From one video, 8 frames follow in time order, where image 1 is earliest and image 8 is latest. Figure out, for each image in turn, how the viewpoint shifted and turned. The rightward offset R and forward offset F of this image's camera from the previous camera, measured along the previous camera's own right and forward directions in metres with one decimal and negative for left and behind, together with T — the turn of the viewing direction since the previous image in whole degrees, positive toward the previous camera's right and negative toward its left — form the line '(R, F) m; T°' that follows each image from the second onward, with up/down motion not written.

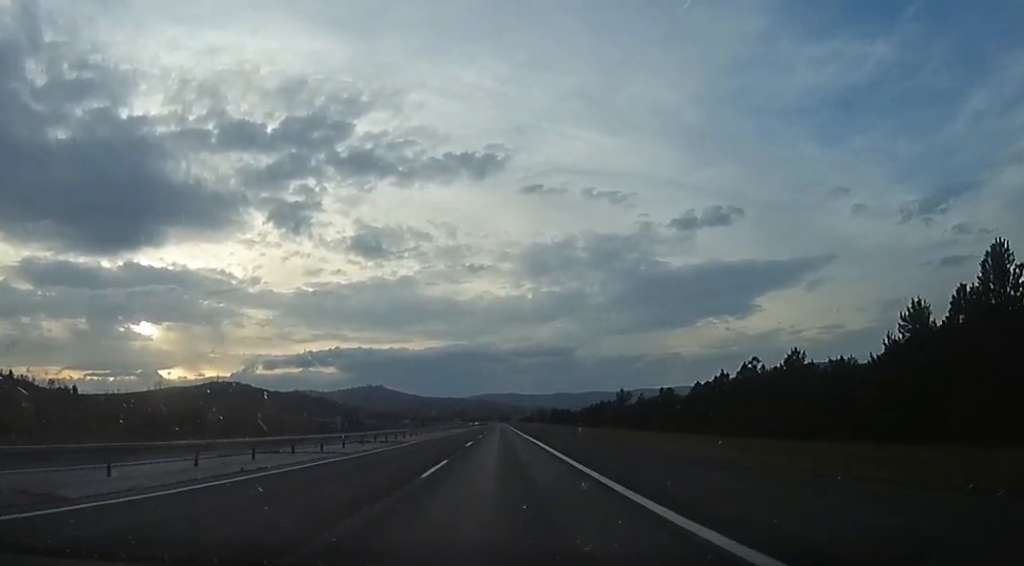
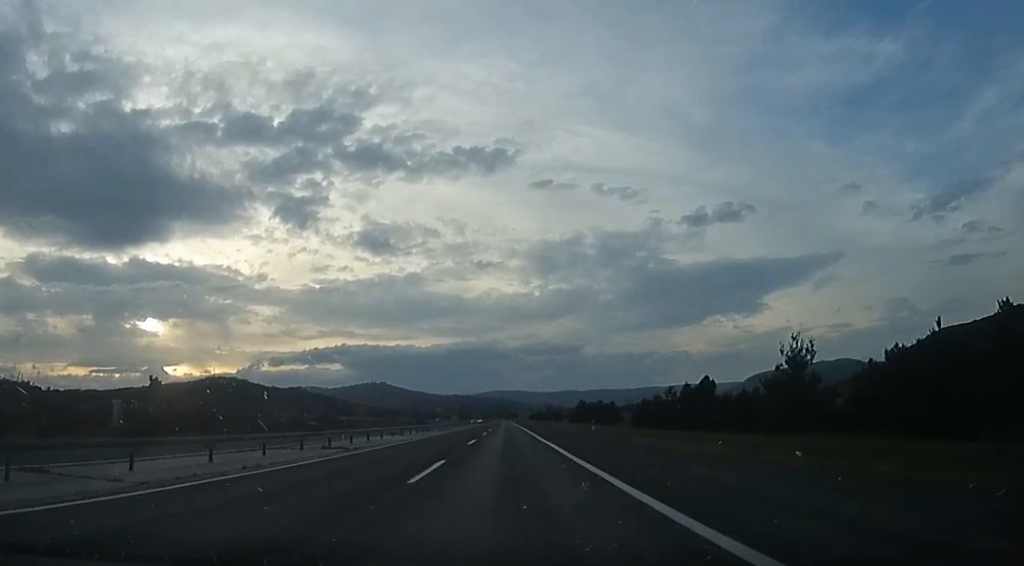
(0.0, +55.4) m; 0°
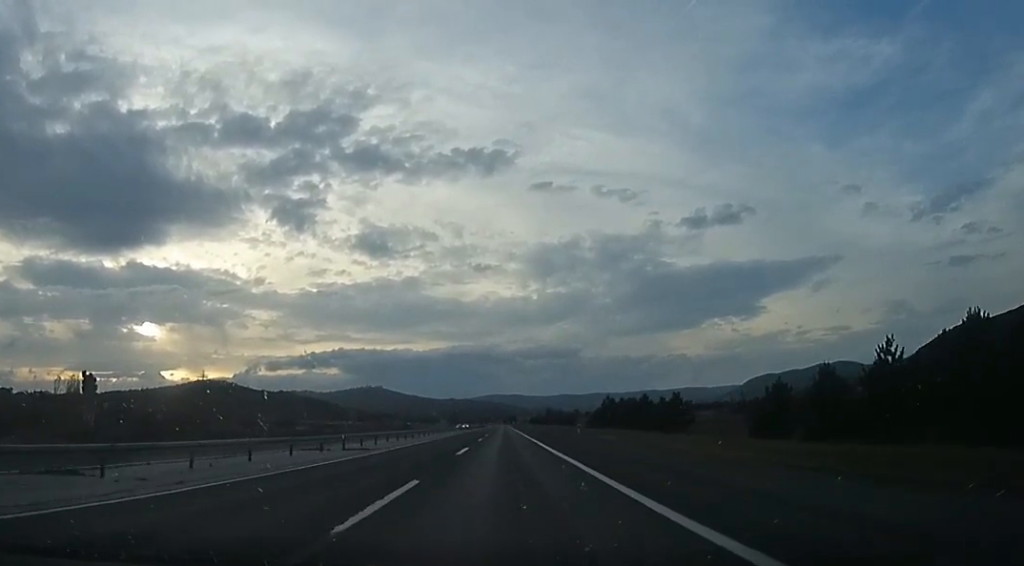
(0.0, +41.1) m; 0°
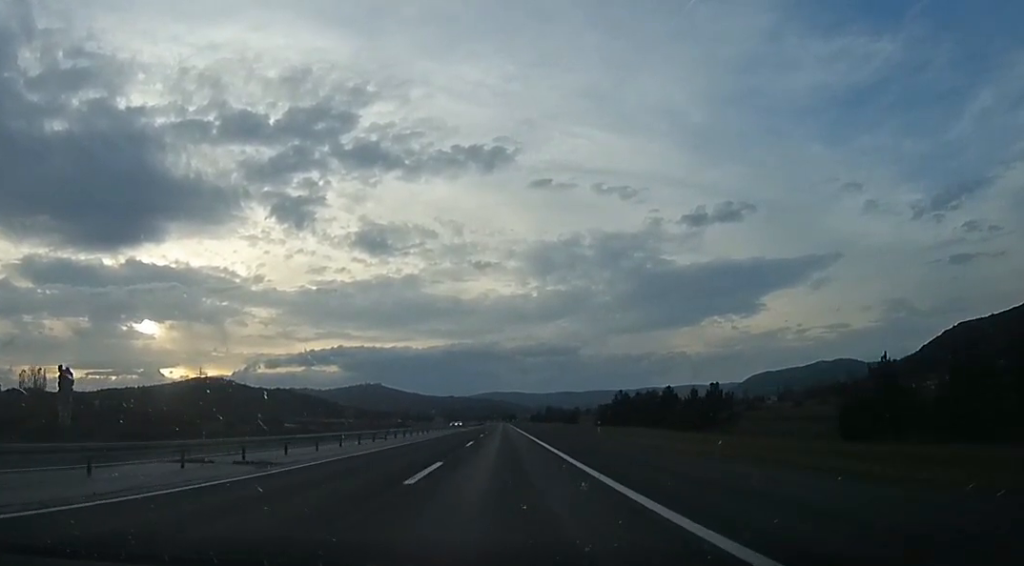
(0.0, +12.4) m; 0°
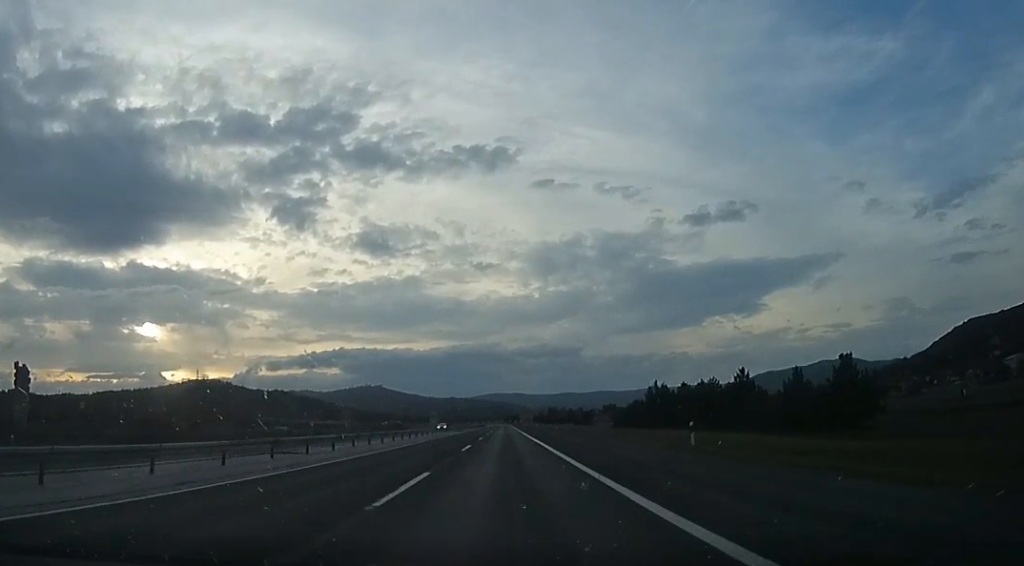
(0.0, +21.4) m; 0°
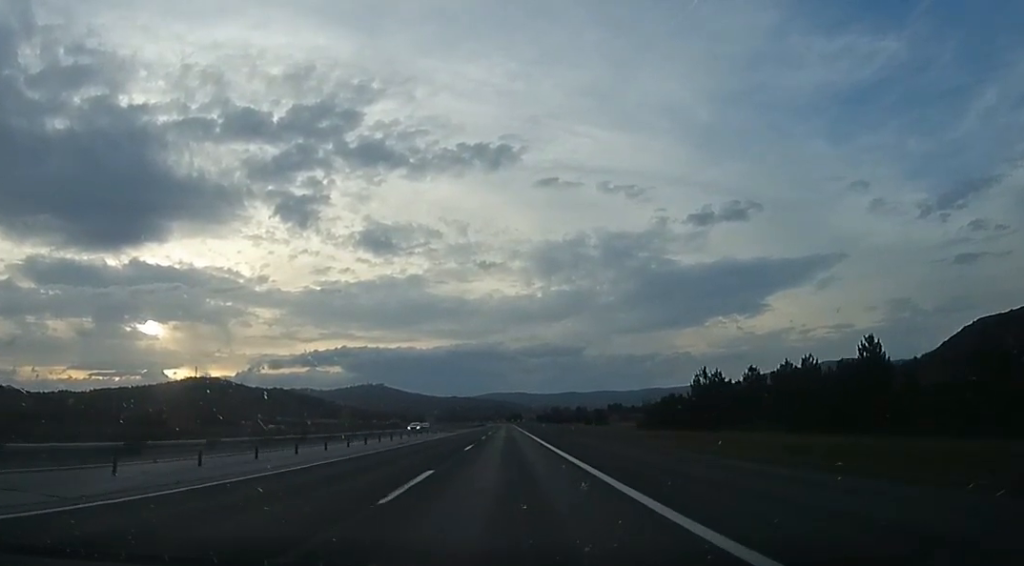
(0.0, +17.6) m; 0°
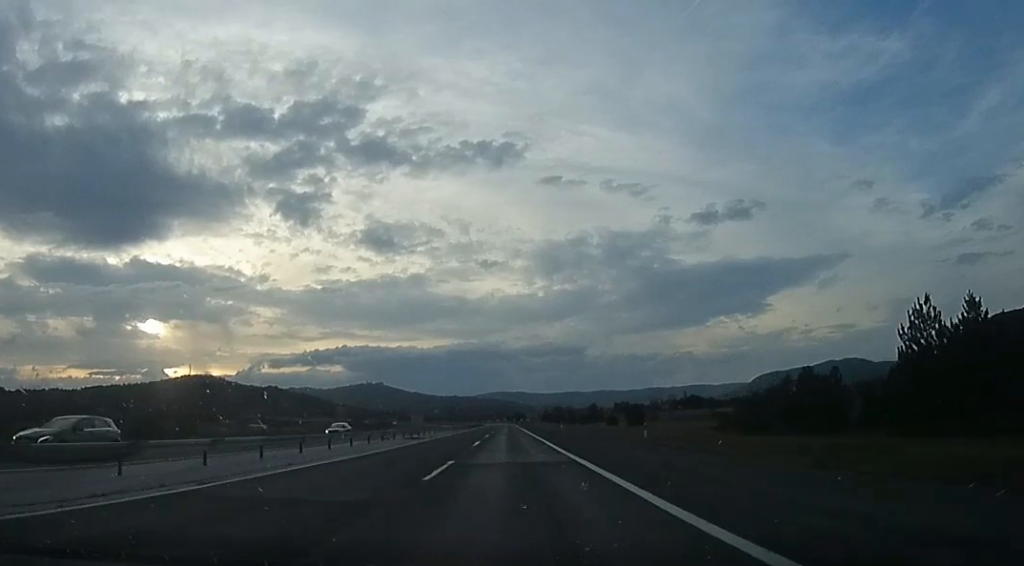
(0.0, +31.9) m; 0°
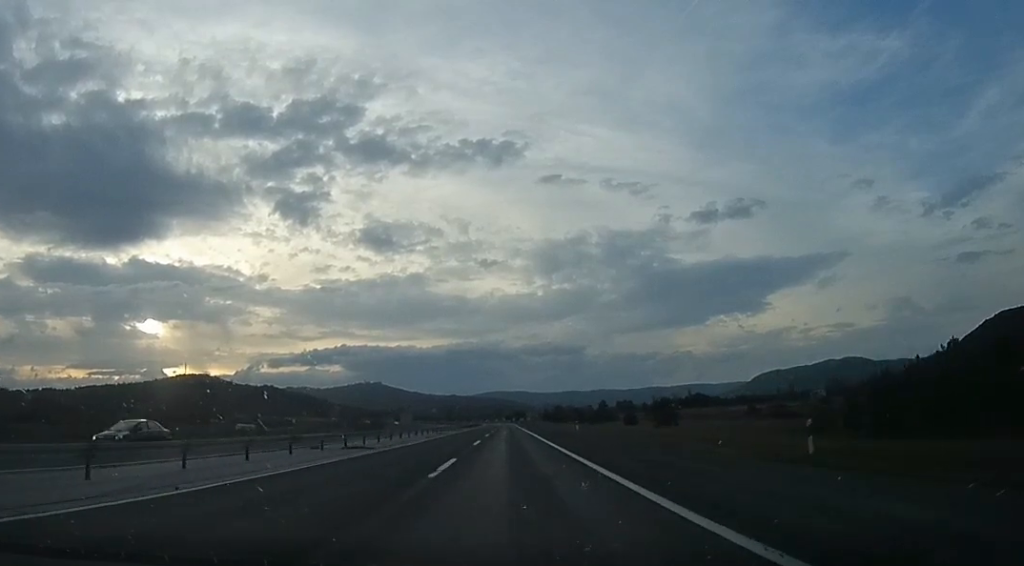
(0.0, +17.1) m; 0°
